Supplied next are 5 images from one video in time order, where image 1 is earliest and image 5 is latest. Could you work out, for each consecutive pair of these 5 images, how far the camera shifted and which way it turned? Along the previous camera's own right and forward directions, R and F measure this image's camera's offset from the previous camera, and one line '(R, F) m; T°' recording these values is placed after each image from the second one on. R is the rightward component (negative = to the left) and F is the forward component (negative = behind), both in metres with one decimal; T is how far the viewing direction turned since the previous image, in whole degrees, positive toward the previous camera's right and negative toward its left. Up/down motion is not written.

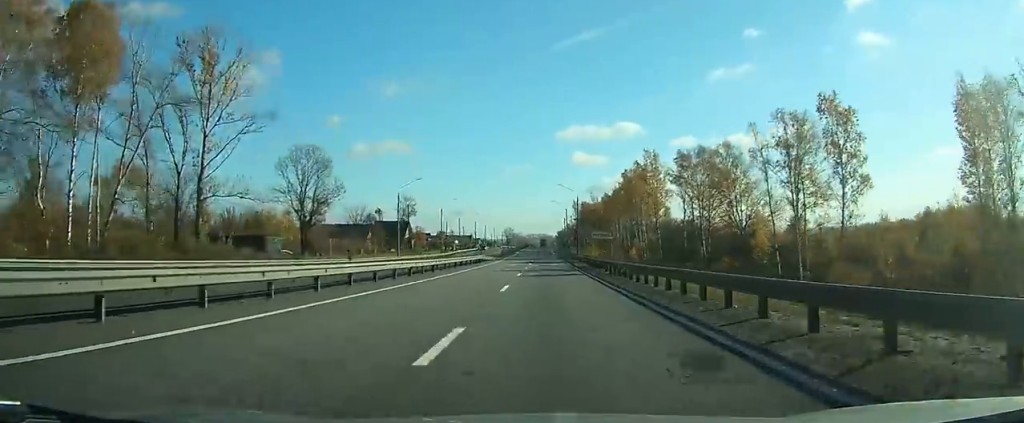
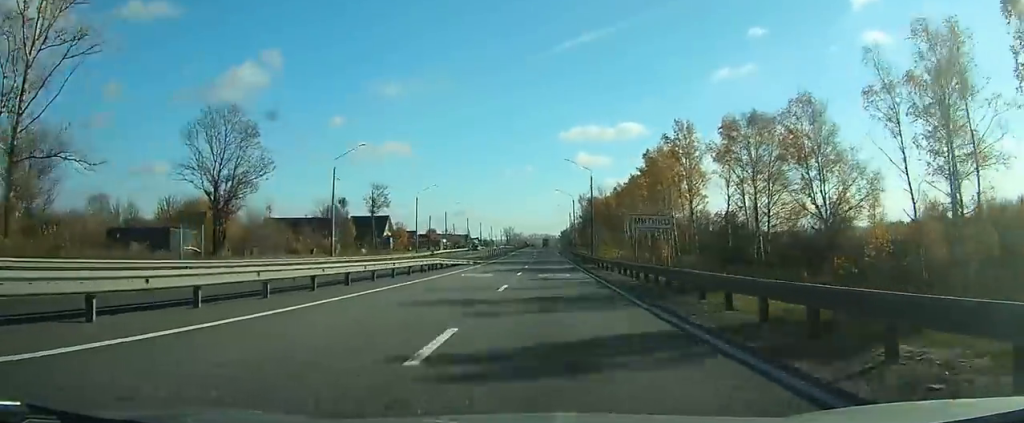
(0.0, +24.4) m; 0°
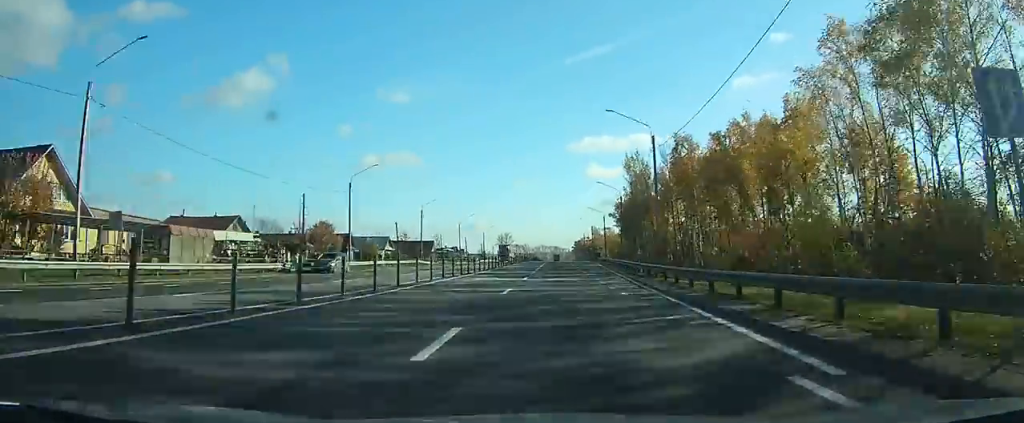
(-0.2, +108.8) m; 0°
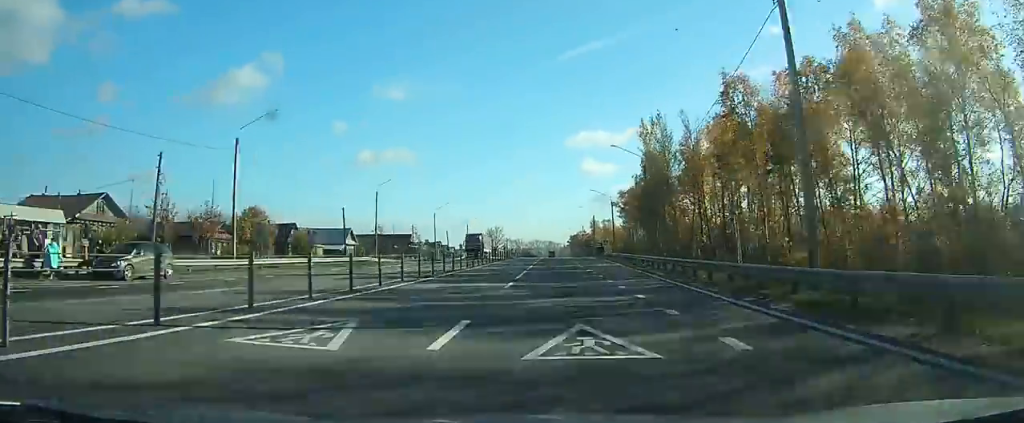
(-0.1, +24.9) m; 0°
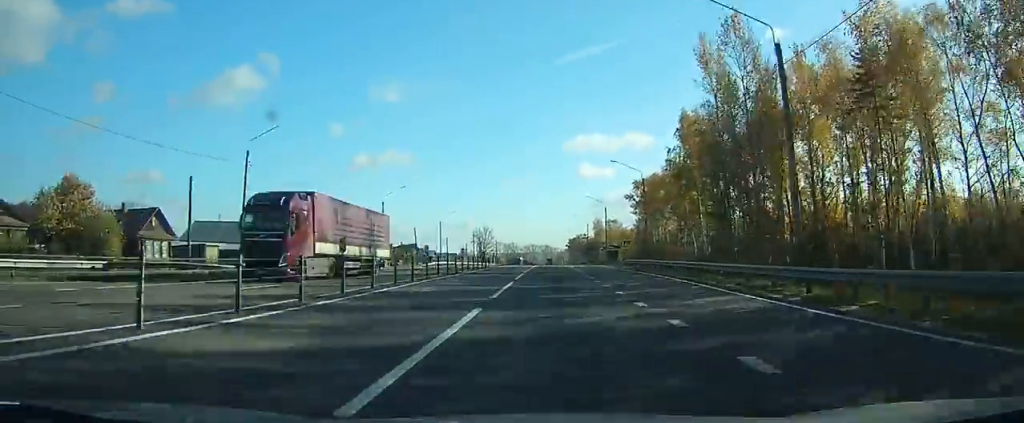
(+0.1, +36.2) m; 0°
